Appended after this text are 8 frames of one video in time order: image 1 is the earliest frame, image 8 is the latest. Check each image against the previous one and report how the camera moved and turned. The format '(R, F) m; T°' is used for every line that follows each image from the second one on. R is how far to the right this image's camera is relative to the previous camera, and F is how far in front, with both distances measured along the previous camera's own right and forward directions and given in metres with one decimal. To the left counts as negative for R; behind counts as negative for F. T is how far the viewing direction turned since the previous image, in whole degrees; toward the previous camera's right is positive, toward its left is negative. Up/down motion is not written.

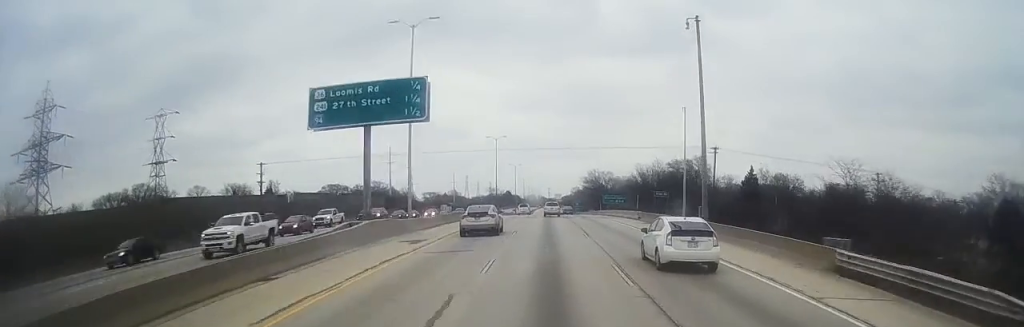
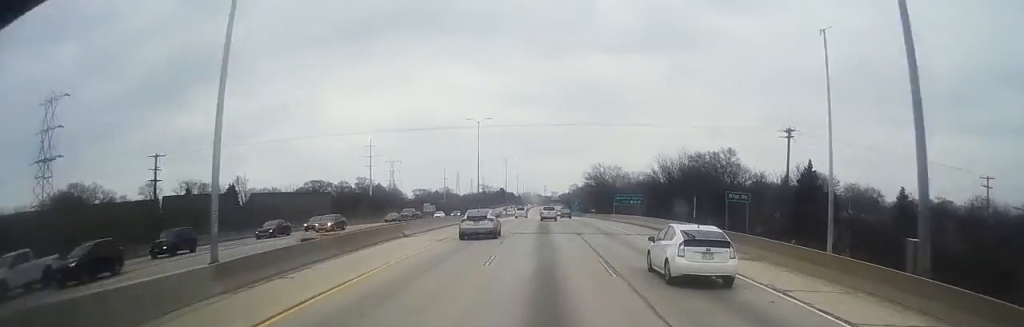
(+0.3, +29.5) m; +1°
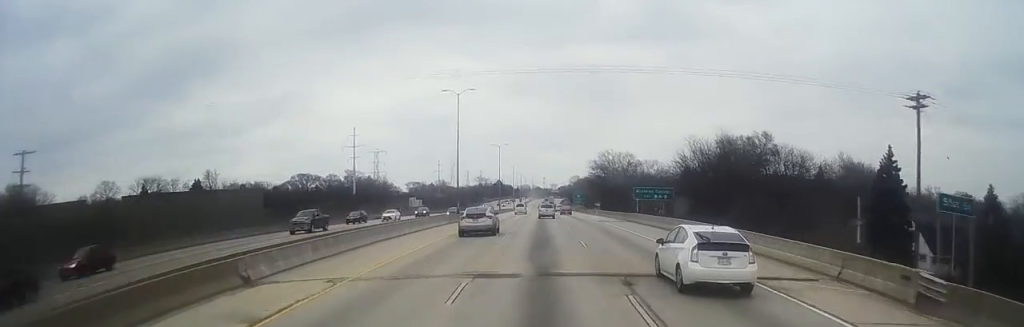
(0.0, +24.6) m; 0°
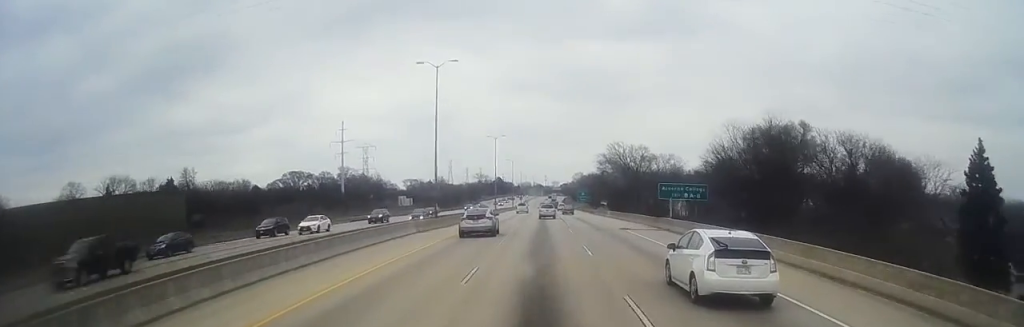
(0.0, +18.1) m; 0°
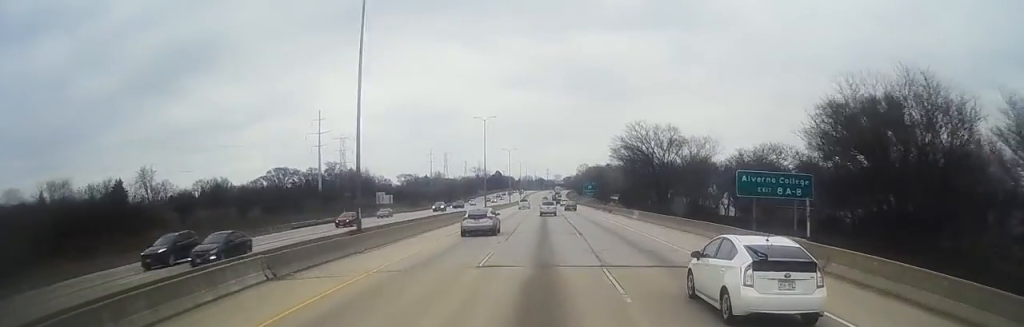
(0.0, +23.7) m; 0°
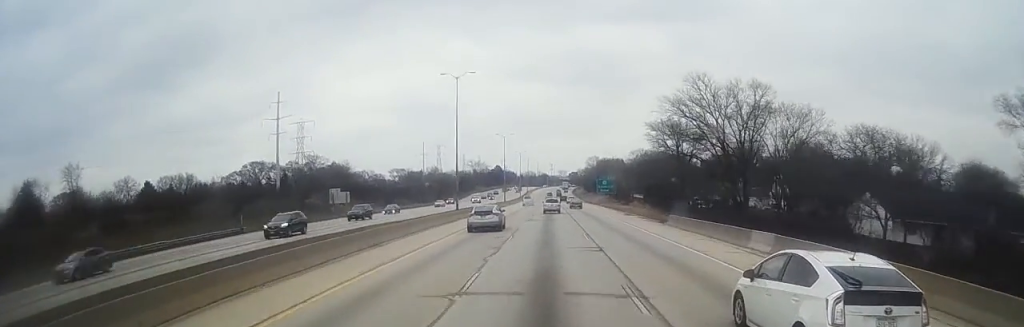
(0.0, +33.8) m; 0°
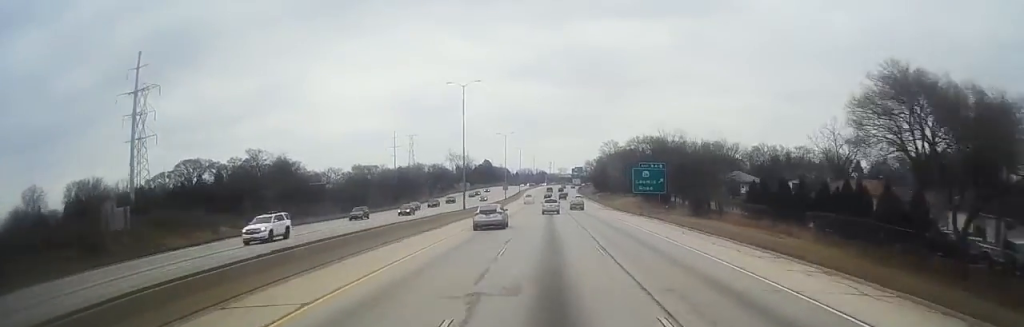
(0.0, +65.1) m; 0°
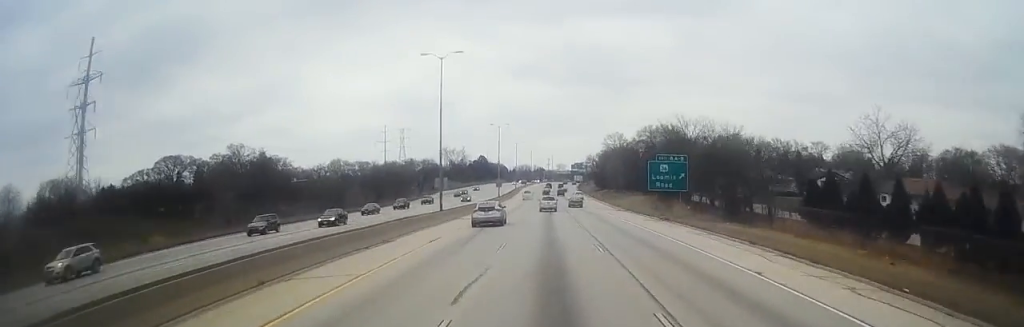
(0.0, +15.0) m; 0°
